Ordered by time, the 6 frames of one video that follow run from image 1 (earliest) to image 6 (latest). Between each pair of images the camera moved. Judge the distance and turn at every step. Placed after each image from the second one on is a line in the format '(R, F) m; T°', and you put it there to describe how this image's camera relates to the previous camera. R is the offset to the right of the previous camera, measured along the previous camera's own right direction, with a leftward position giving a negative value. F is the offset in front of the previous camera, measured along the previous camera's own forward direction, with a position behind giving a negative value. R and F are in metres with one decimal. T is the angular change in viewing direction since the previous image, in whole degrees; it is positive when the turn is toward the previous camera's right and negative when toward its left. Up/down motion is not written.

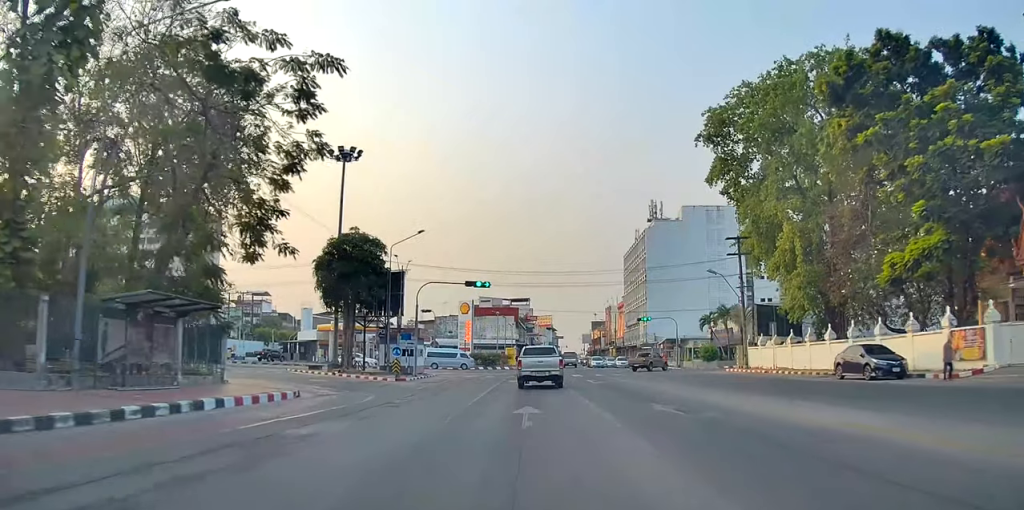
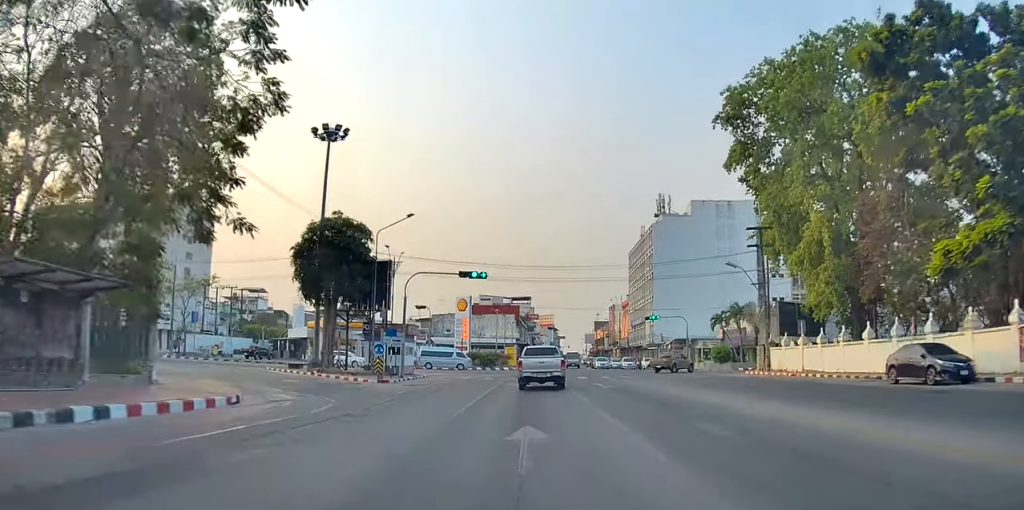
(-0.4, +4.1) m; -2°
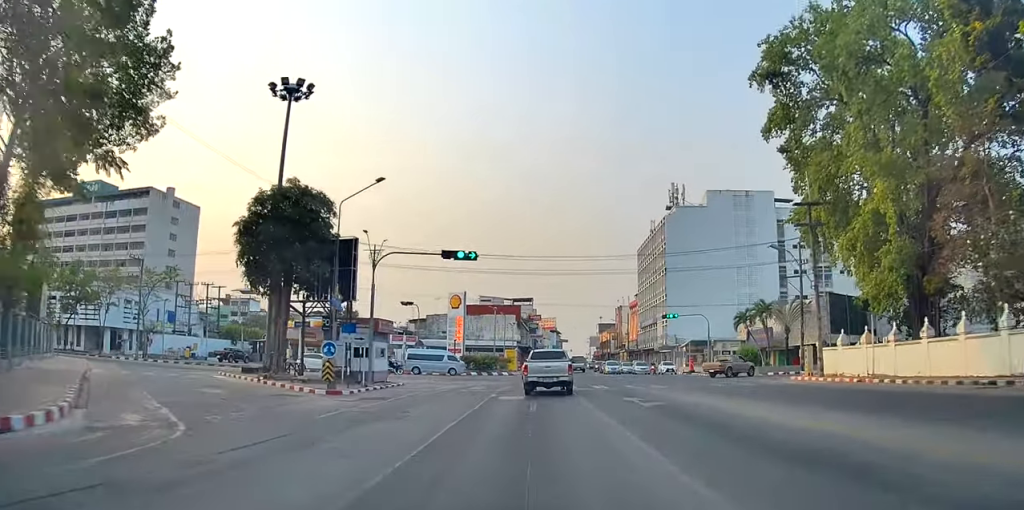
(+0.2, +7.5) m; 0°
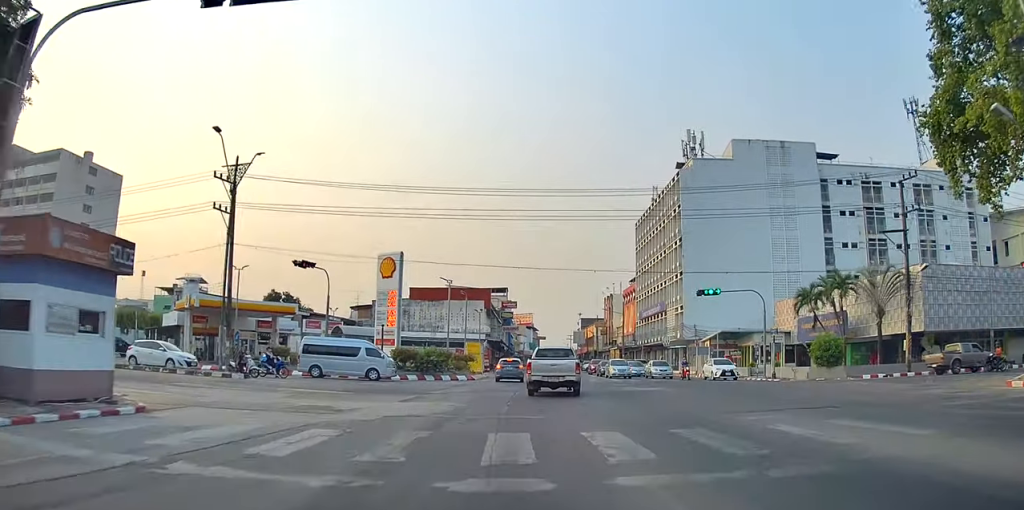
(+0.3, +21.3) m; +1°
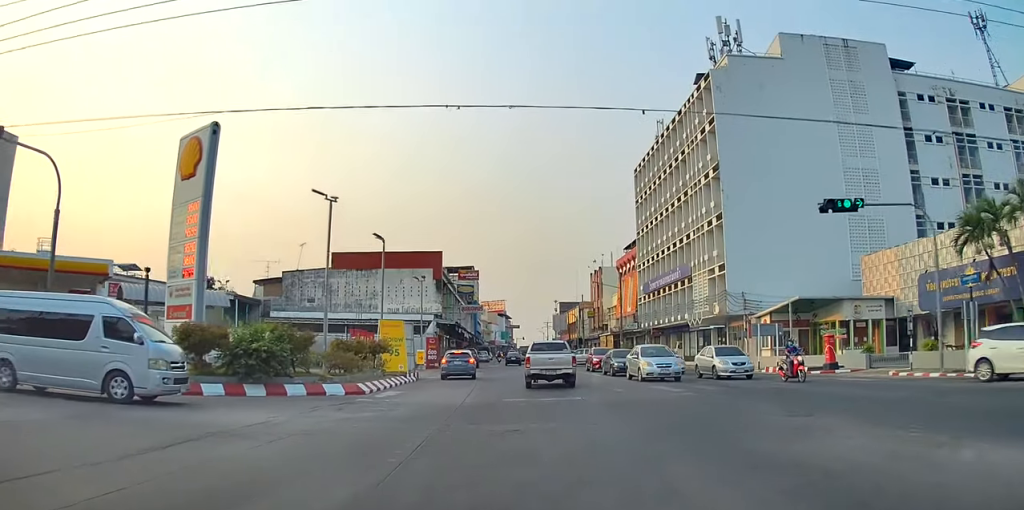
(-1.2, +24.6) m; -1°
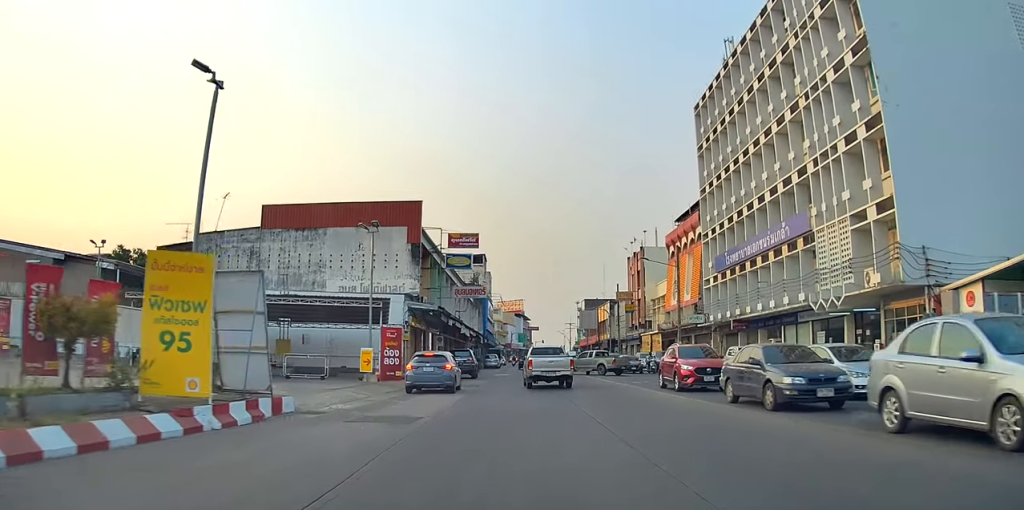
(+1.4, +22.5) m; 0°
